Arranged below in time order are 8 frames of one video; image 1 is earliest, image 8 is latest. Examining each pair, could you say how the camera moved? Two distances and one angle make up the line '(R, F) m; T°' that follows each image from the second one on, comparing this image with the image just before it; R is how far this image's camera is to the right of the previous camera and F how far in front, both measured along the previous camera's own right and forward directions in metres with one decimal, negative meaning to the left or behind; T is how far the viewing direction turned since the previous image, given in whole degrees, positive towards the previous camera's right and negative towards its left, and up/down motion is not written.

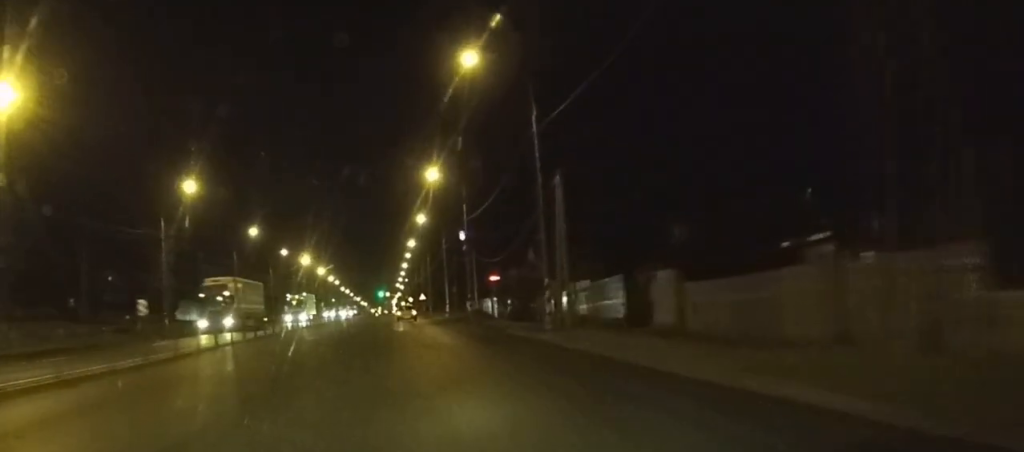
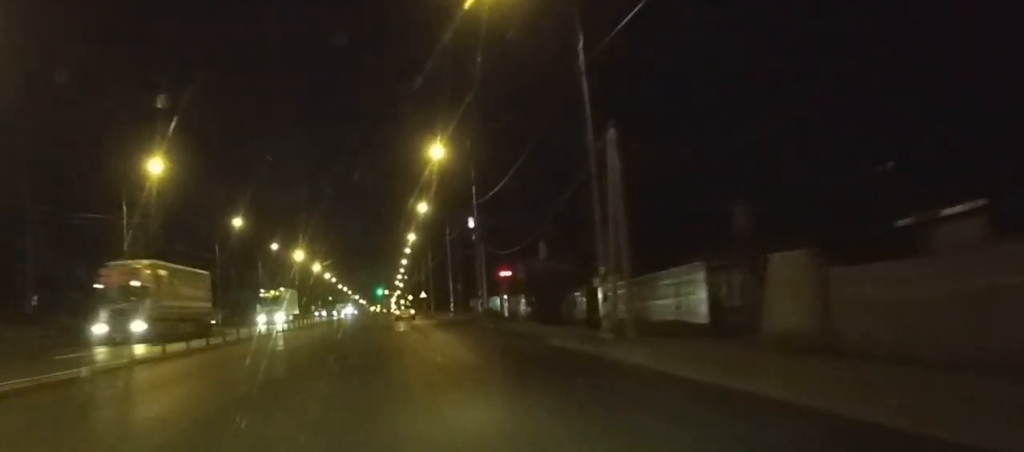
(0.0, +9.5) m; 0°
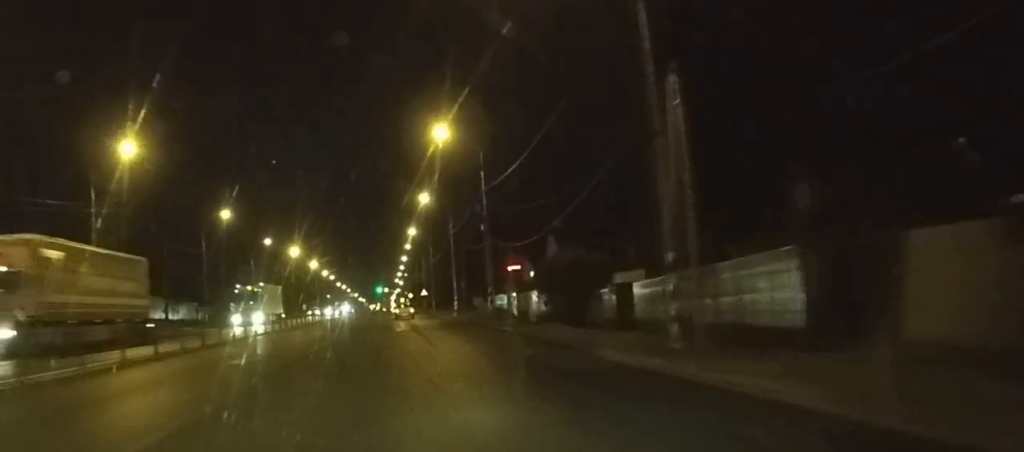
(0.0, +6.3) m; 0°
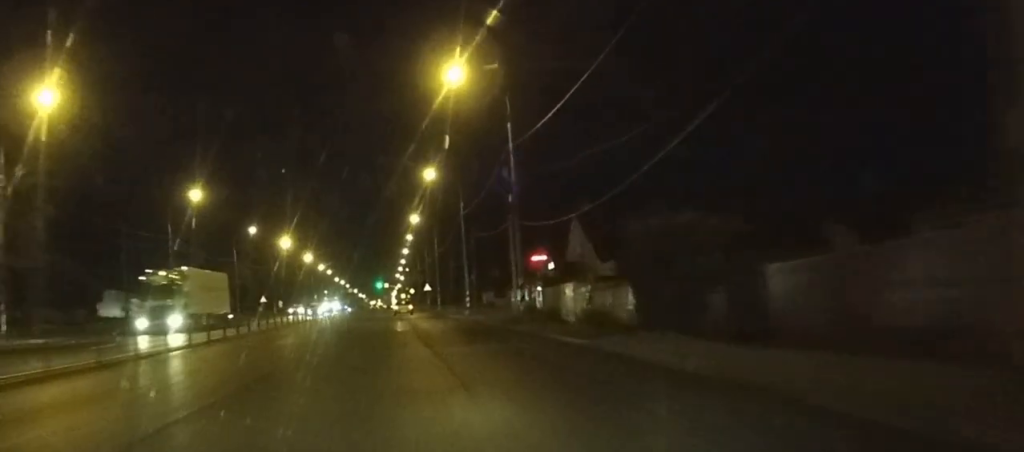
(0.0, +13.1) m; 0°
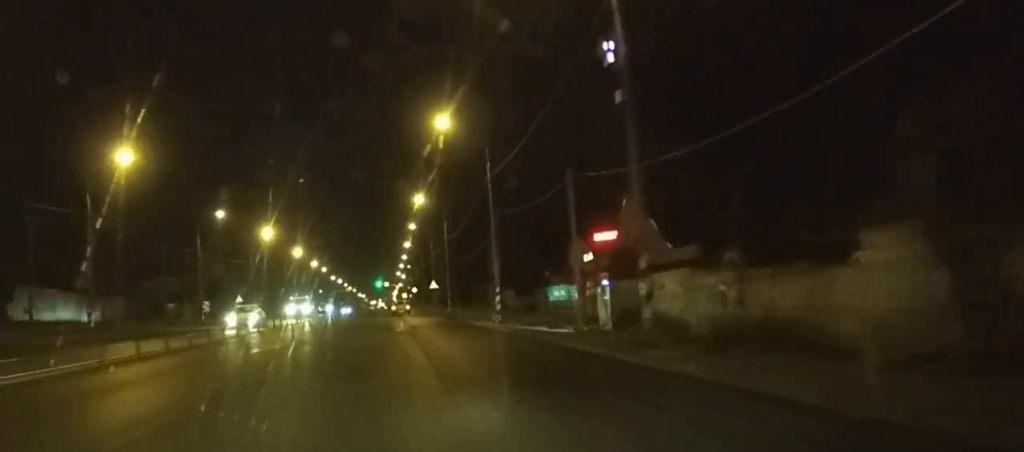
(+0.1, +20.2) m; 0°
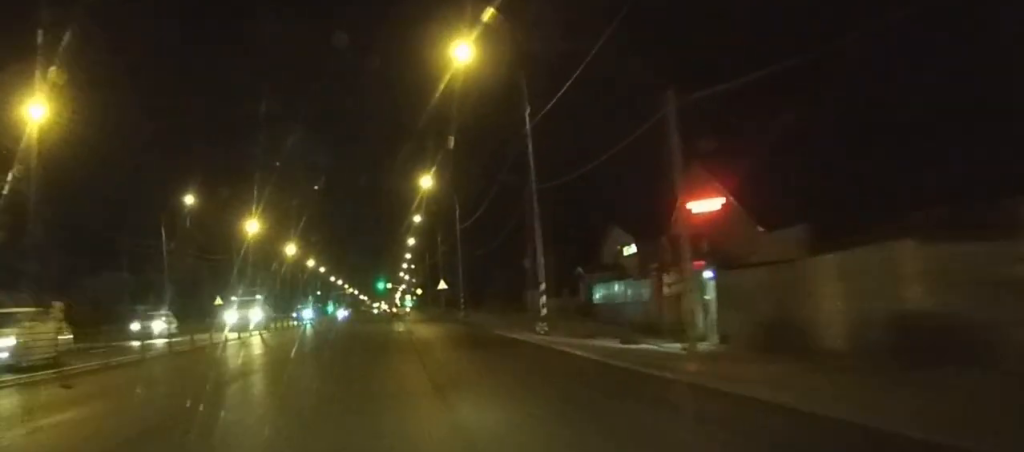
(-0.1, +14.5) m; 0°
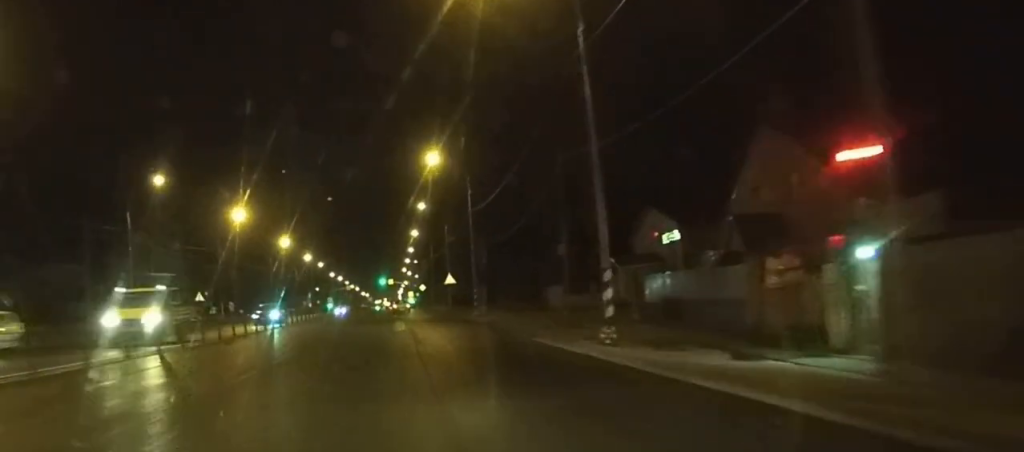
(0.0, +10.4) m; 0°
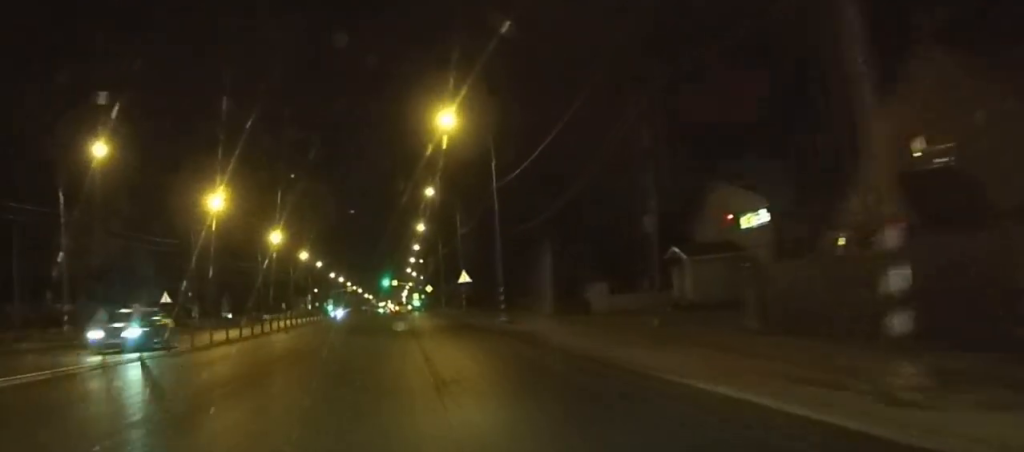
(0.0, +14.1) m; 0°
